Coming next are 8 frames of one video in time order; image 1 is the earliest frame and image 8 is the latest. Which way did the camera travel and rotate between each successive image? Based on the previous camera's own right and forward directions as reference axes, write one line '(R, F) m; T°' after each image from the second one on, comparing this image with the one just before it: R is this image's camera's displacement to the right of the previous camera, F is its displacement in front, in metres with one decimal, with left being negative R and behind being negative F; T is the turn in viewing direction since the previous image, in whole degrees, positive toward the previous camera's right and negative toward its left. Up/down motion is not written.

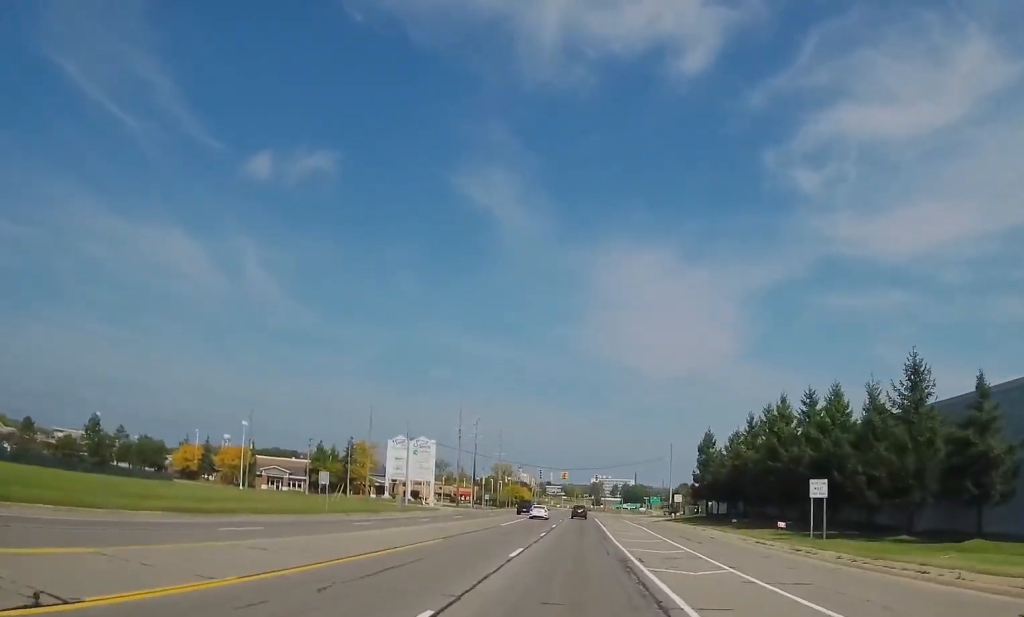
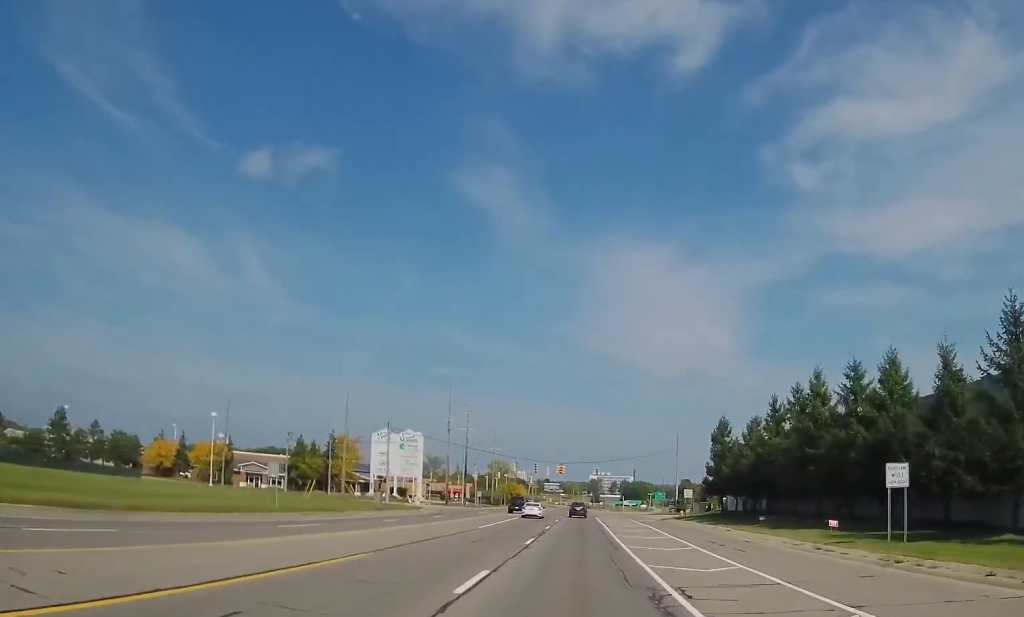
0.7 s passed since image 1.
(+0.3, +9.5) m; 0°
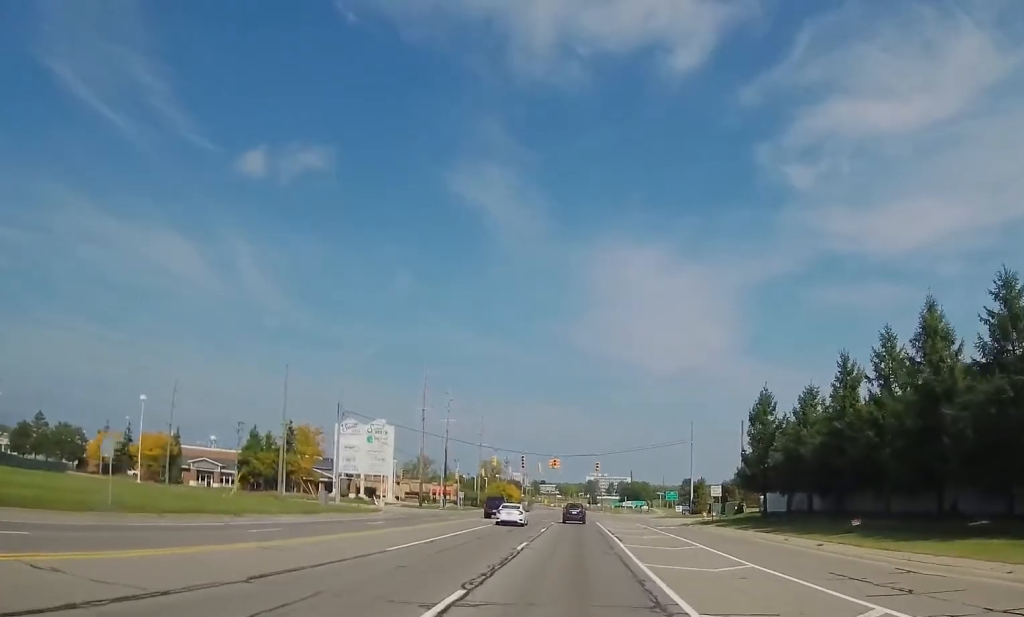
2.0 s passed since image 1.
(-0.3, +17.5) m; 0°
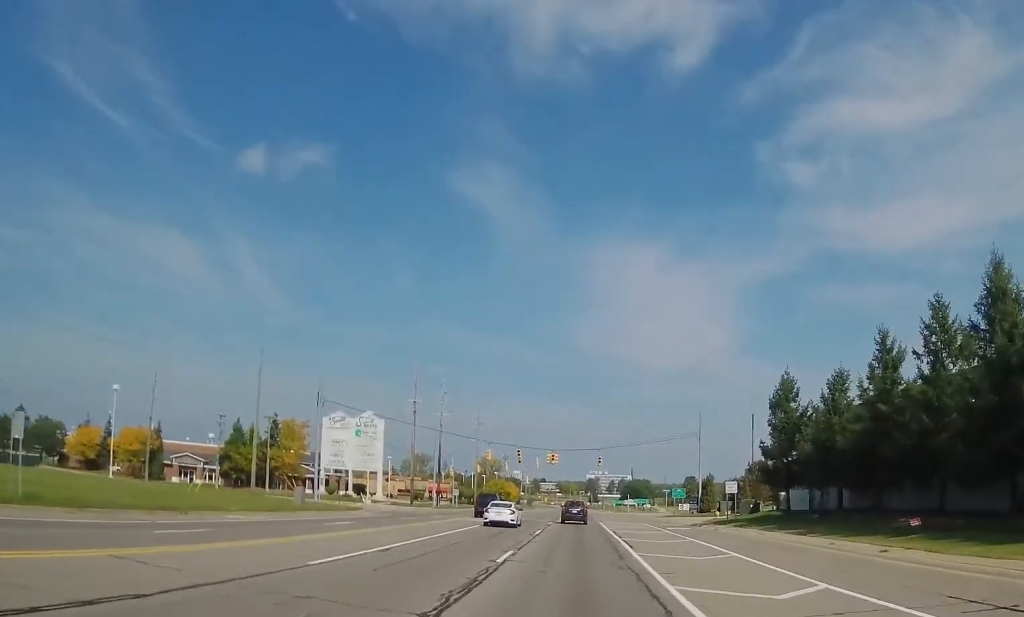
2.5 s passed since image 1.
(+0.1, +6.0) m; +1°
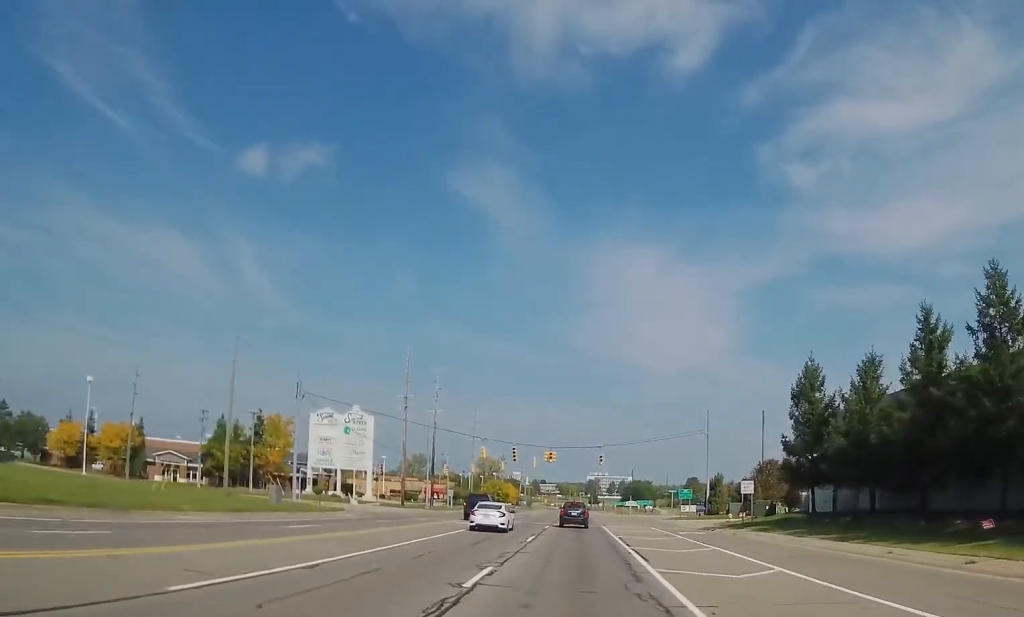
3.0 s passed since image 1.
(0.0, +5.1) m; 0°
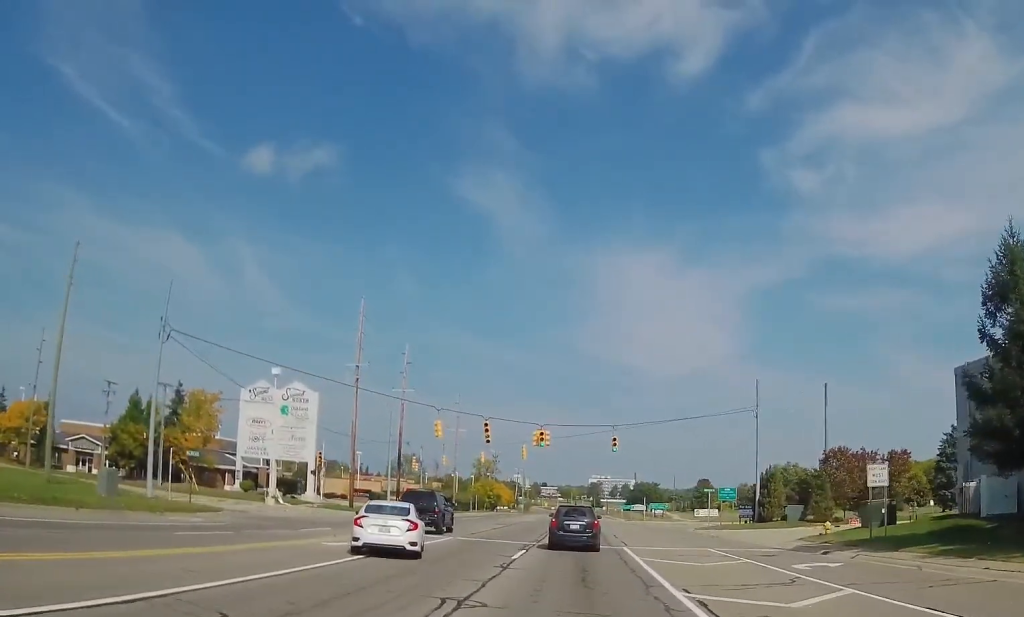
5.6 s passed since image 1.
(0.0, +21.9) m; 0°
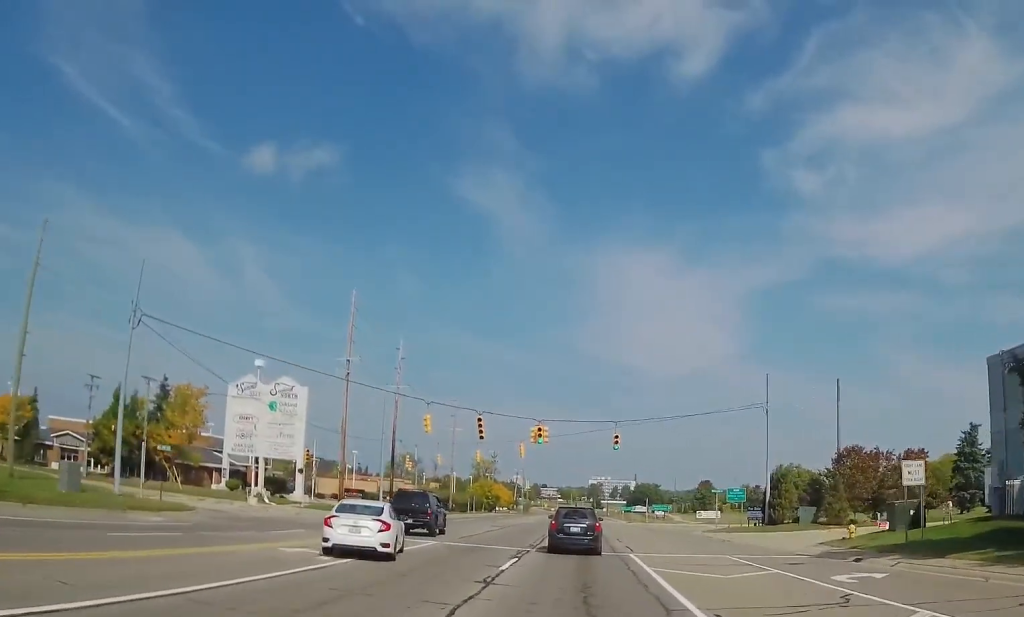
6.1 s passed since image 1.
(0.0, +3.2) m; 0°
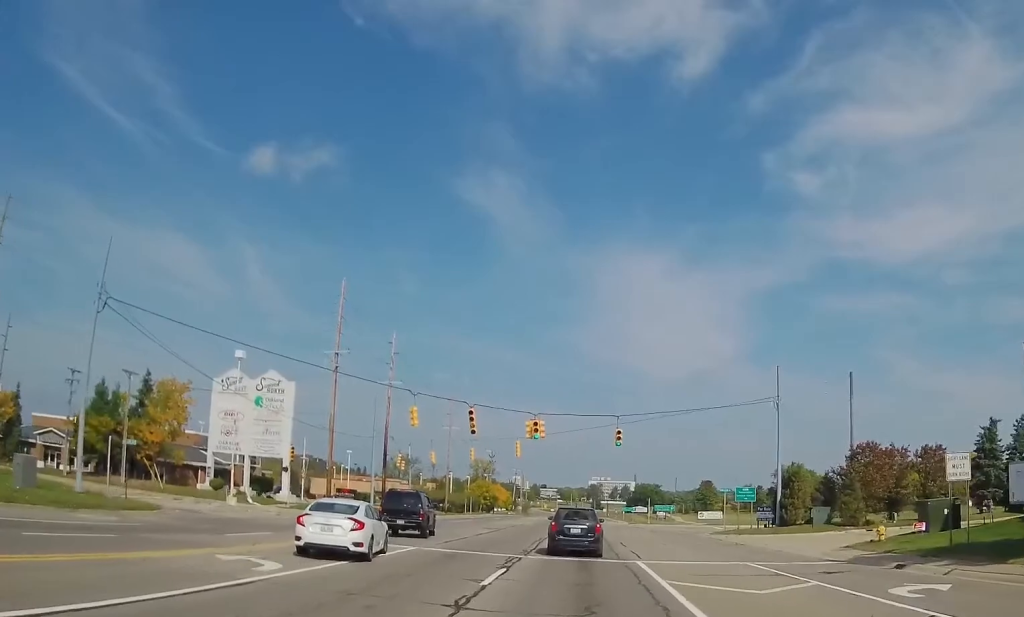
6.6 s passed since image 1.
(0.0, +3.2) m; 0°
